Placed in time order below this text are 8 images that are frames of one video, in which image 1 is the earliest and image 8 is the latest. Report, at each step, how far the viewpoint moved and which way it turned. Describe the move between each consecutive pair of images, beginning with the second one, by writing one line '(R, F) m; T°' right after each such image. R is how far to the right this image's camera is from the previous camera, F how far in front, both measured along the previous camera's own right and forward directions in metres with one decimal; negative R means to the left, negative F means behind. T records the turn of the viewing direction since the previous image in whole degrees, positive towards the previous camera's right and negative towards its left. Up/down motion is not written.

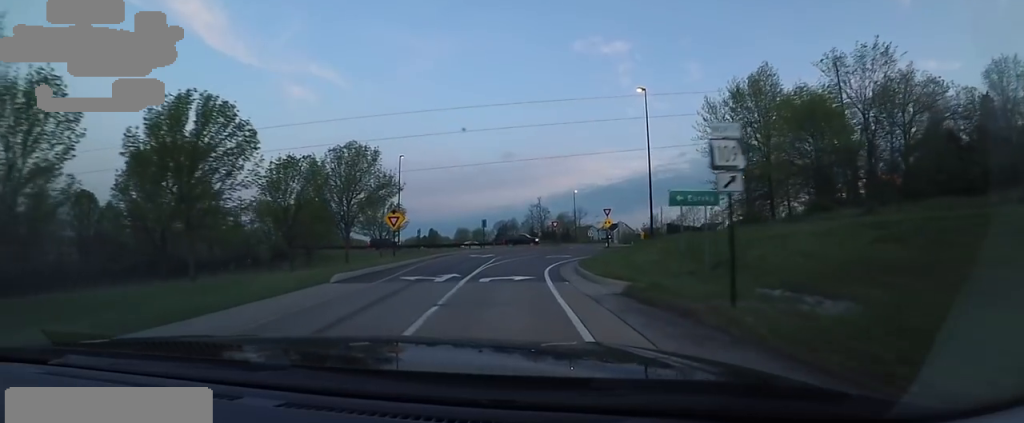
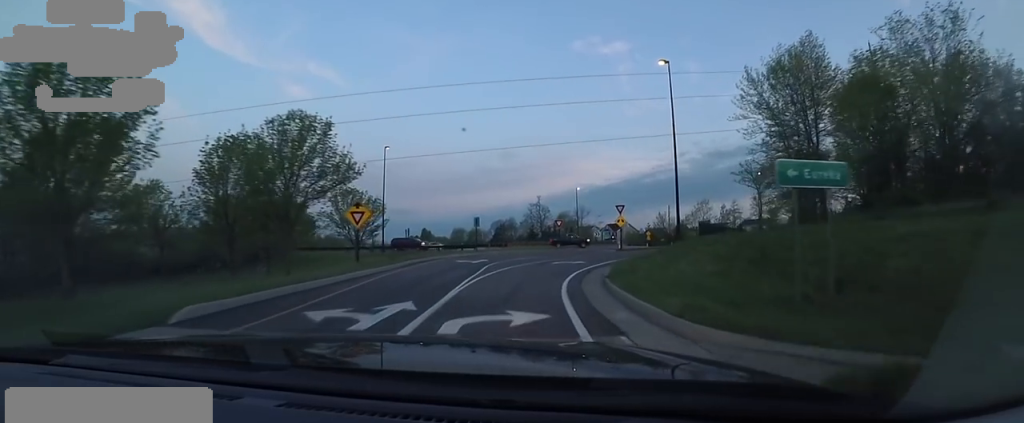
(+0.5, +7.6) m; +3°
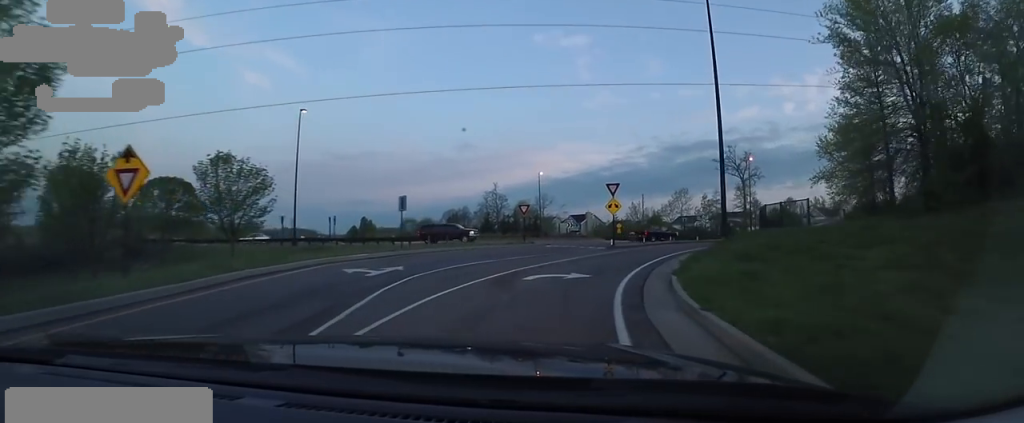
(+0.6, +15.0) m; +8°
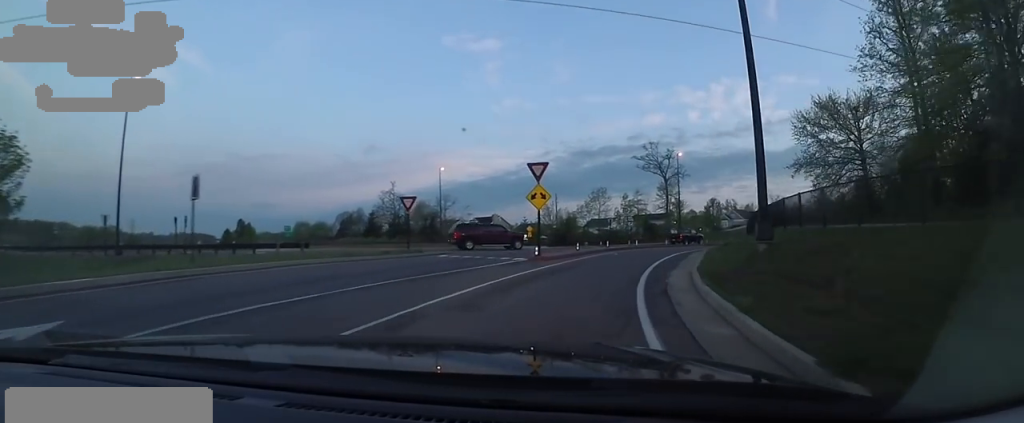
(+1.6, +12.0) m; +11°
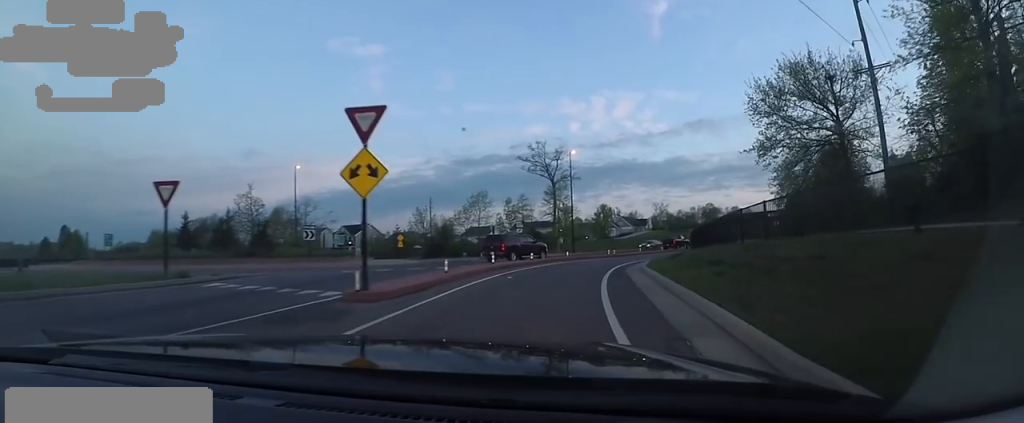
(+1.6, +11.2) m; +14°
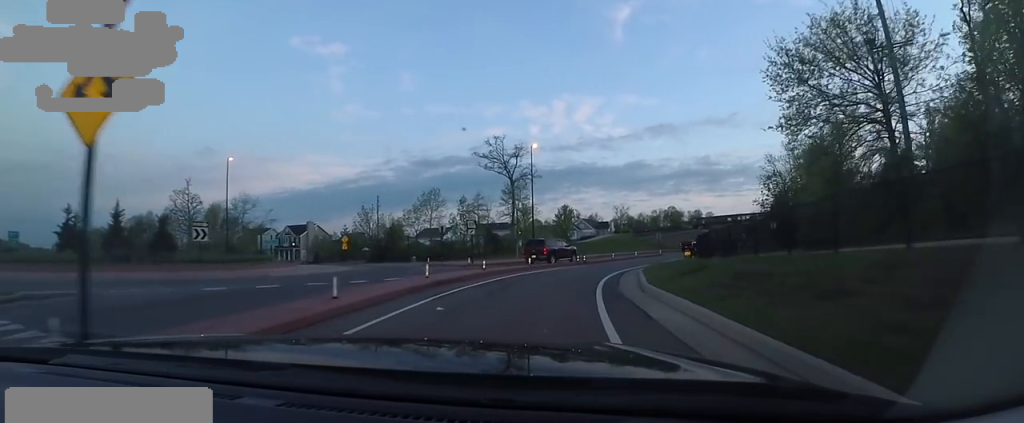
(+0.1, +6.9) m; +5°
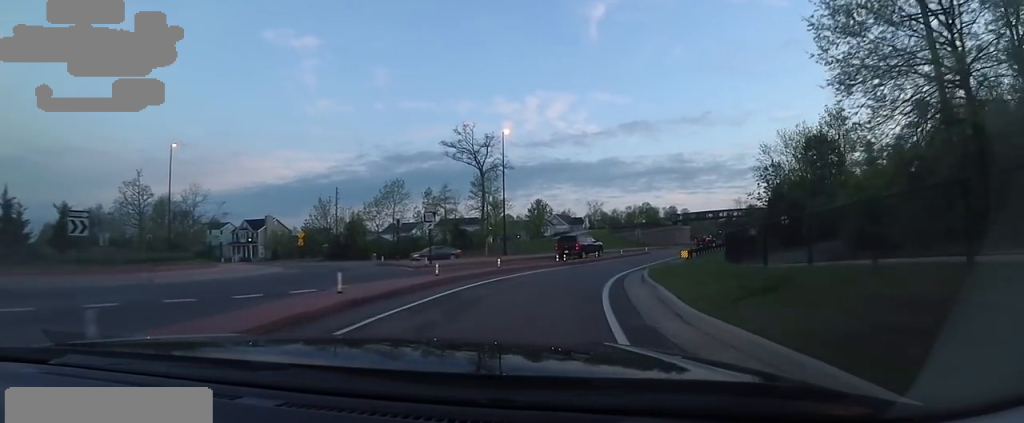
(0.0, +5.4) m; +5°
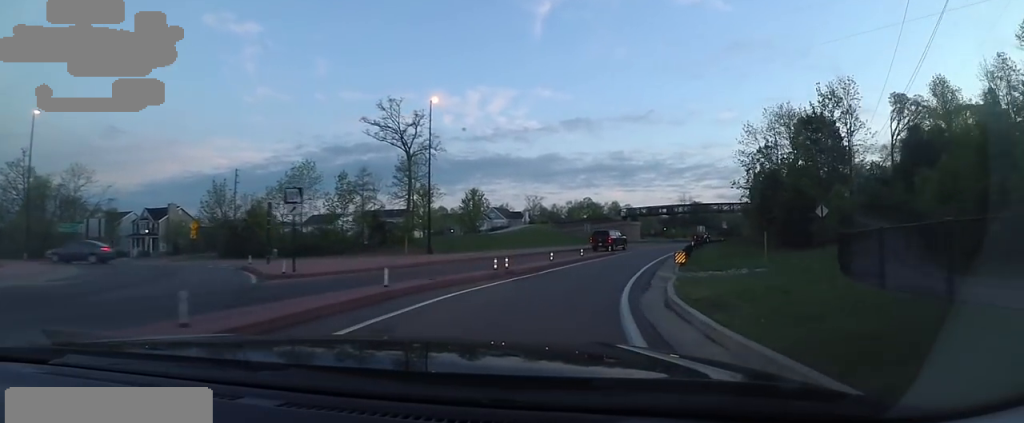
(+1.2, +10.1) m; +10°
